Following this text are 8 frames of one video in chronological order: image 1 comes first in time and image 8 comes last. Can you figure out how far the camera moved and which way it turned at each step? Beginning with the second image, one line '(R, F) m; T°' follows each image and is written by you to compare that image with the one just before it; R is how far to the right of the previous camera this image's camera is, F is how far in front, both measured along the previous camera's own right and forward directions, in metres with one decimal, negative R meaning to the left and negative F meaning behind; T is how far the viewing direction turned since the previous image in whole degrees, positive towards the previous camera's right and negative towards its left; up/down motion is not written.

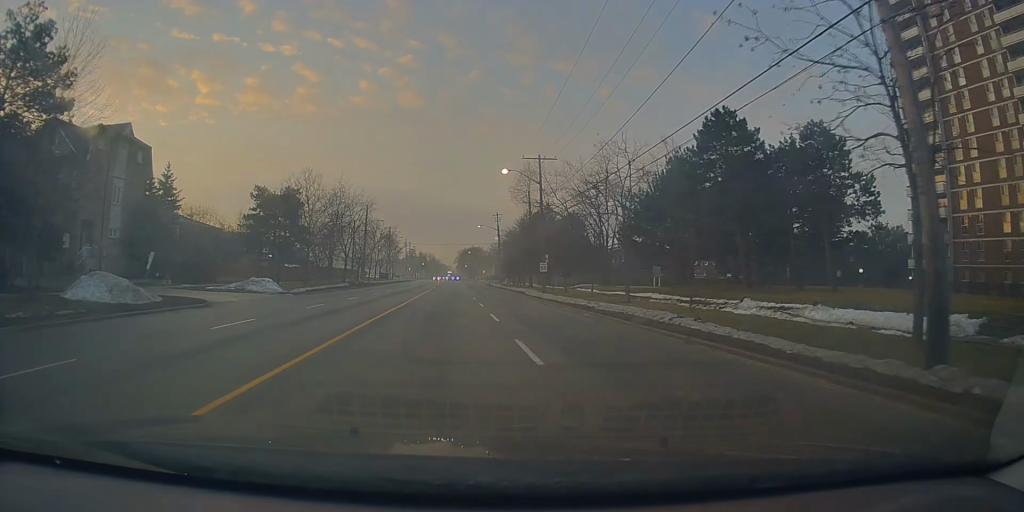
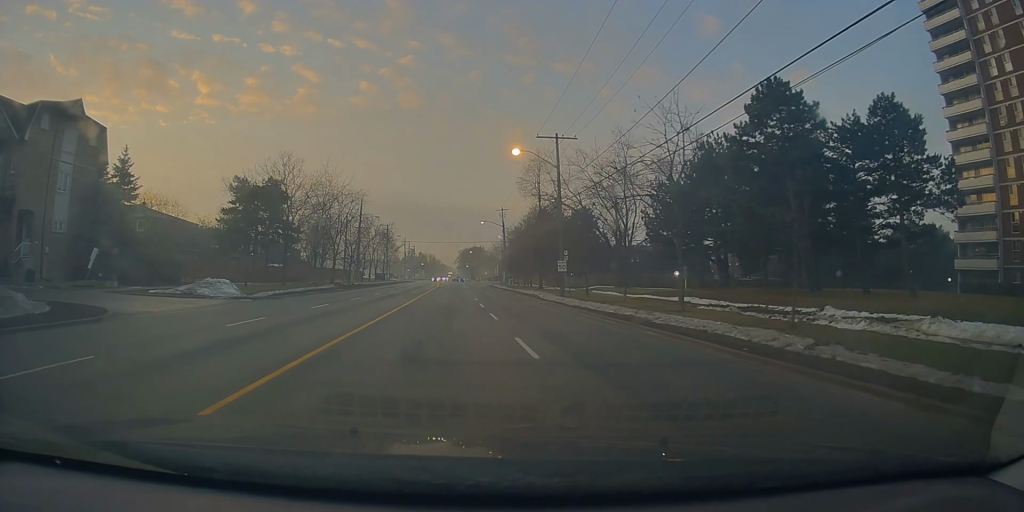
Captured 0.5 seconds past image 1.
(-0.1, +7.8) m; 0°
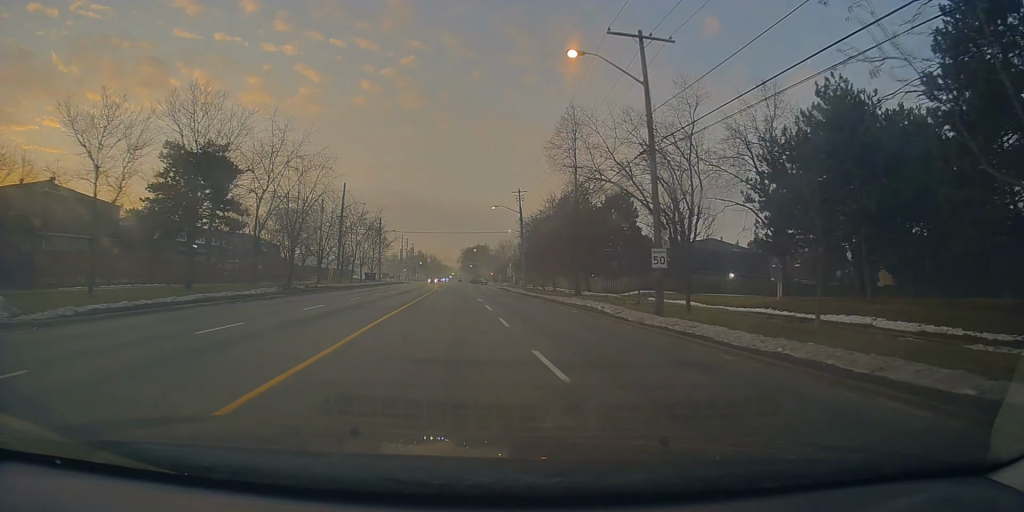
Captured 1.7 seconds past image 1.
(-0.1, +18.7) m; 0°
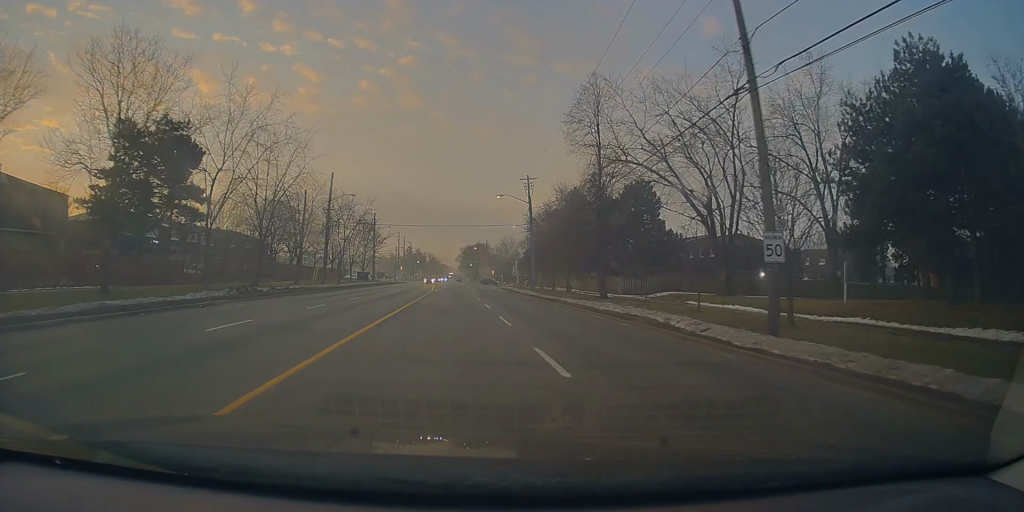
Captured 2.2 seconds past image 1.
(0.0, +8.3) m; 0°
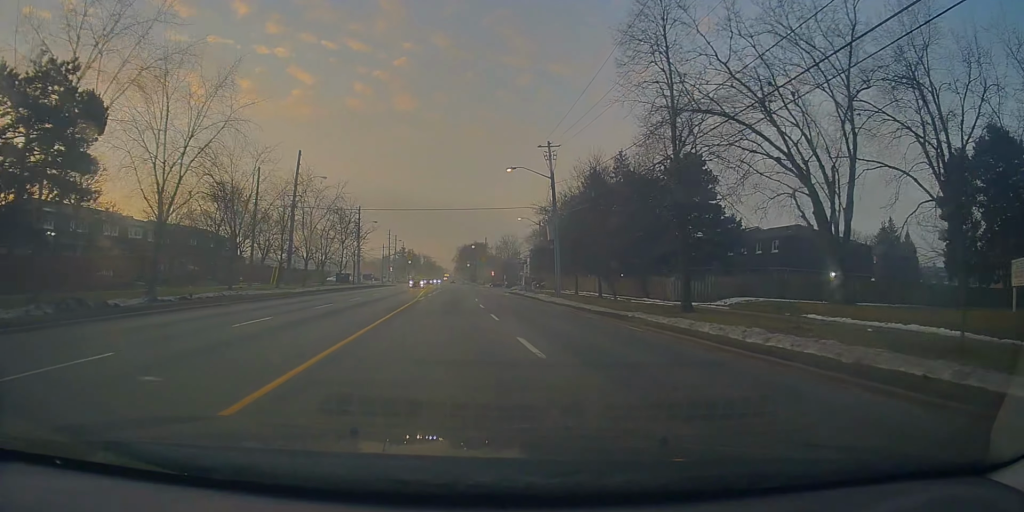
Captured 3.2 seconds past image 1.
(0.0, +15.1) m; -1°
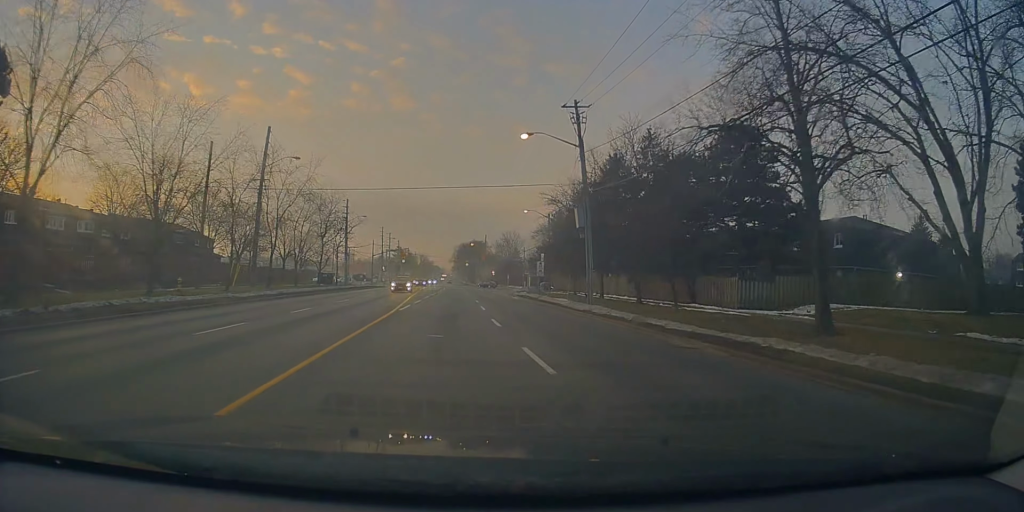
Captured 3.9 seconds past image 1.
(-0.5, +10.4) m; +2°
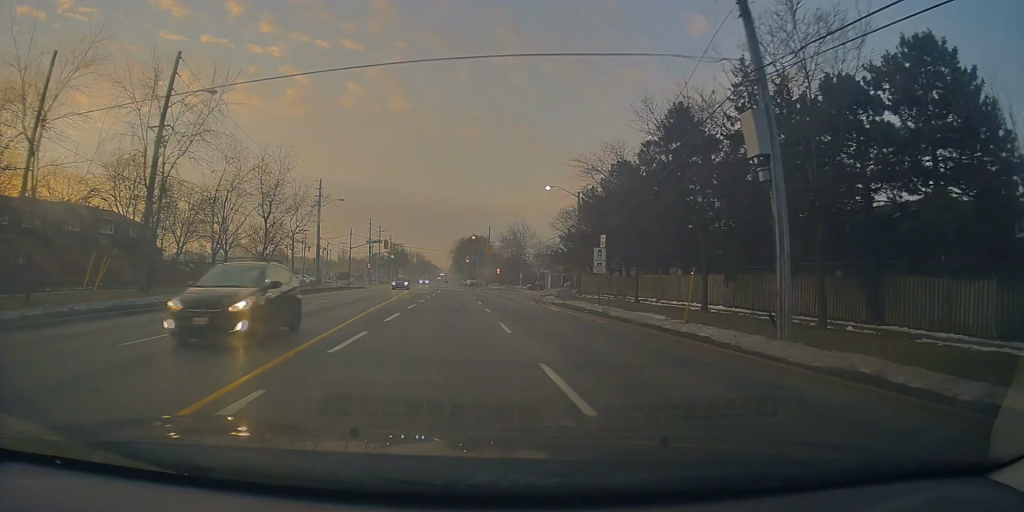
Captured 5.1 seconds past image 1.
(+1.2, +19.1) m; +1°
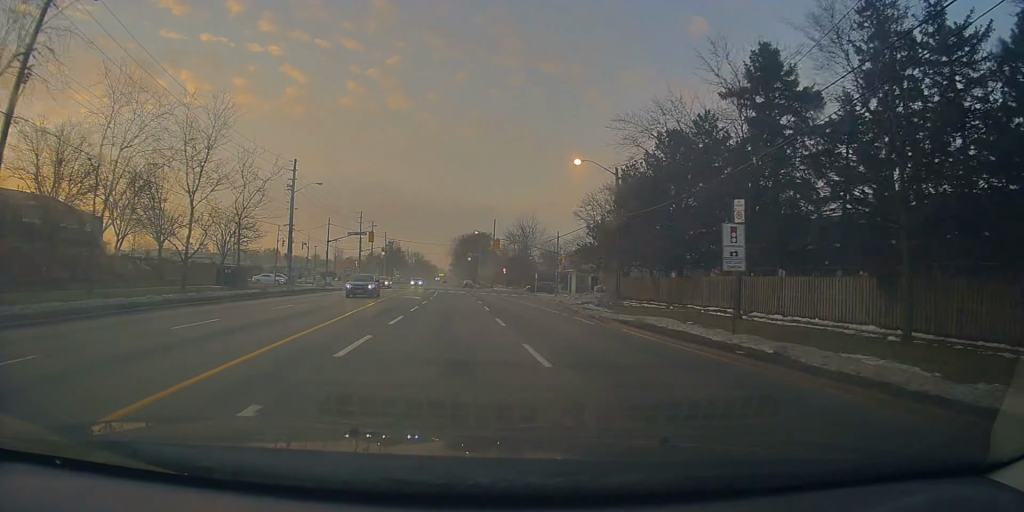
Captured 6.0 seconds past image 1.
(-0.7, +13.4) m; -3°
